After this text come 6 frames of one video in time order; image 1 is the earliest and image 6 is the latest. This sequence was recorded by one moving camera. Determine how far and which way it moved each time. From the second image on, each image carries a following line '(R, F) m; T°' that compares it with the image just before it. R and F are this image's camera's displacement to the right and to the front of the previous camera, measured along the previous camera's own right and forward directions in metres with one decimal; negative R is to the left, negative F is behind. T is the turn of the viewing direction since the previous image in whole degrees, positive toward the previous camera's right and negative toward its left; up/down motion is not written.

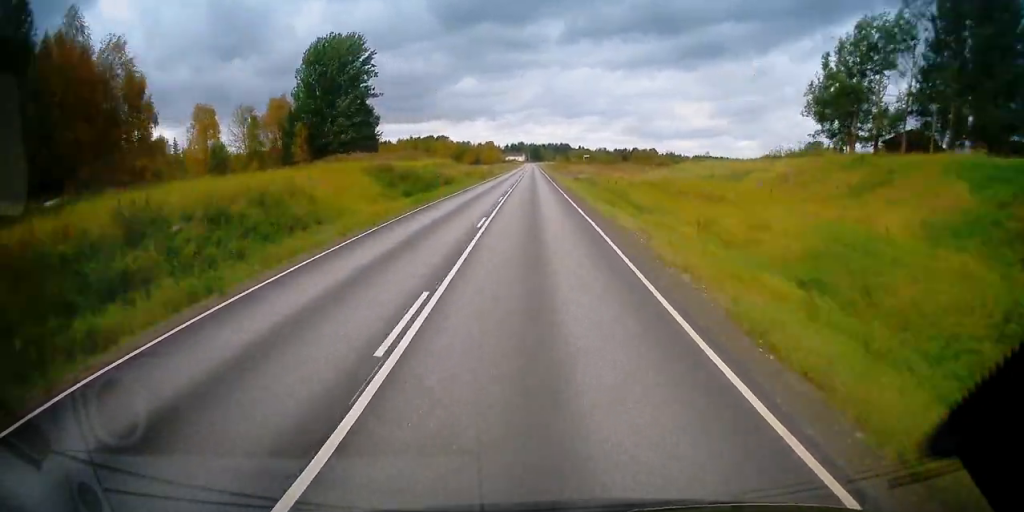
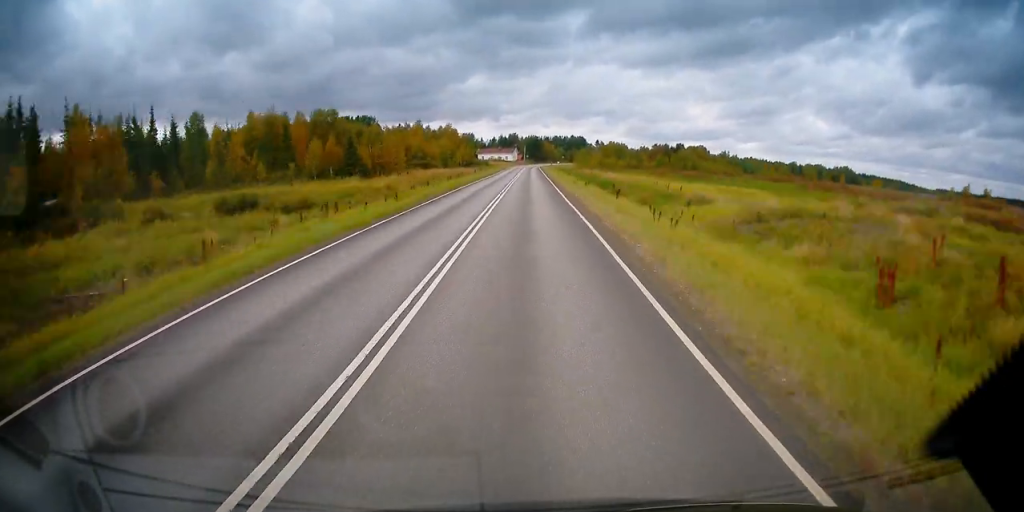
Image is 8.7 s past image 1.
(+0.9, +175.8) m; +1°
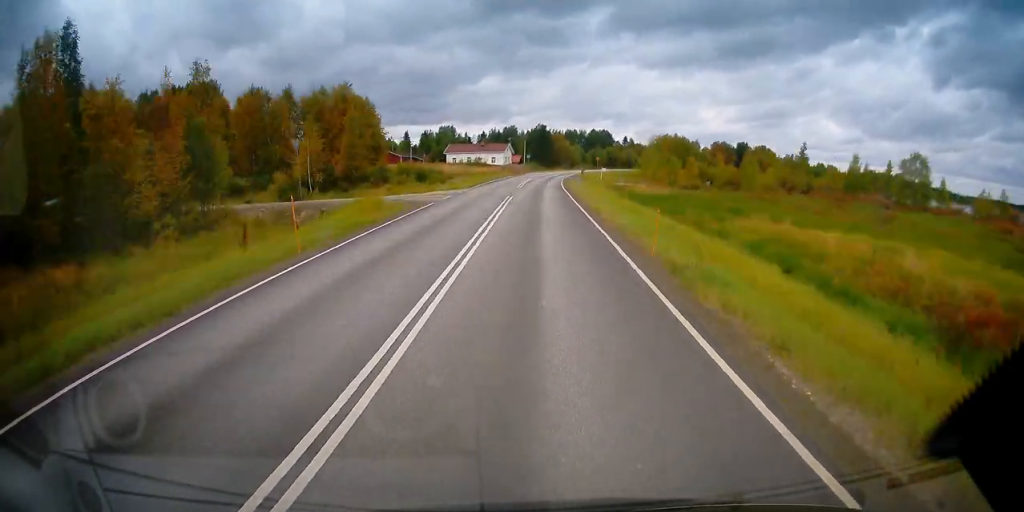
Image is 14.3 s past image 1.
(+0.1, +110.5) m; +3°
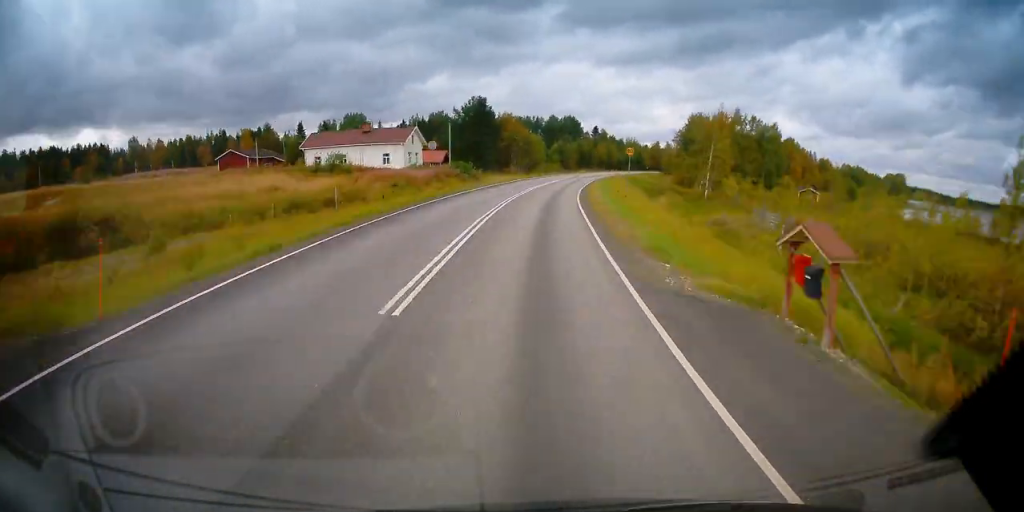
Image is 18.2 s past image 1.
(+2.9, +75.9) m; +7°
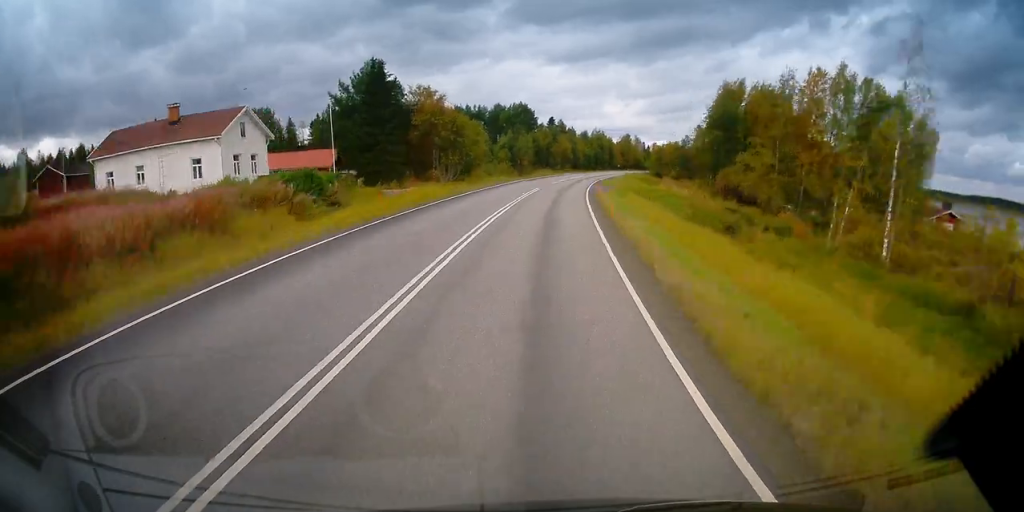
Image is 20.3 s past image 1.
(0.0, +40.4) m; +5°
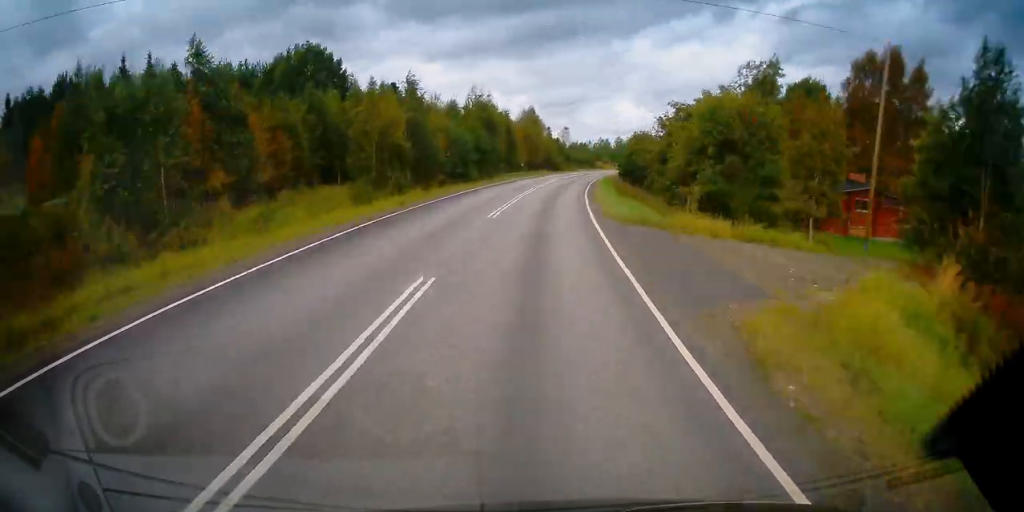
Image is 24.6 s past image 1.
(+7.7, +82.5) m; +11°
